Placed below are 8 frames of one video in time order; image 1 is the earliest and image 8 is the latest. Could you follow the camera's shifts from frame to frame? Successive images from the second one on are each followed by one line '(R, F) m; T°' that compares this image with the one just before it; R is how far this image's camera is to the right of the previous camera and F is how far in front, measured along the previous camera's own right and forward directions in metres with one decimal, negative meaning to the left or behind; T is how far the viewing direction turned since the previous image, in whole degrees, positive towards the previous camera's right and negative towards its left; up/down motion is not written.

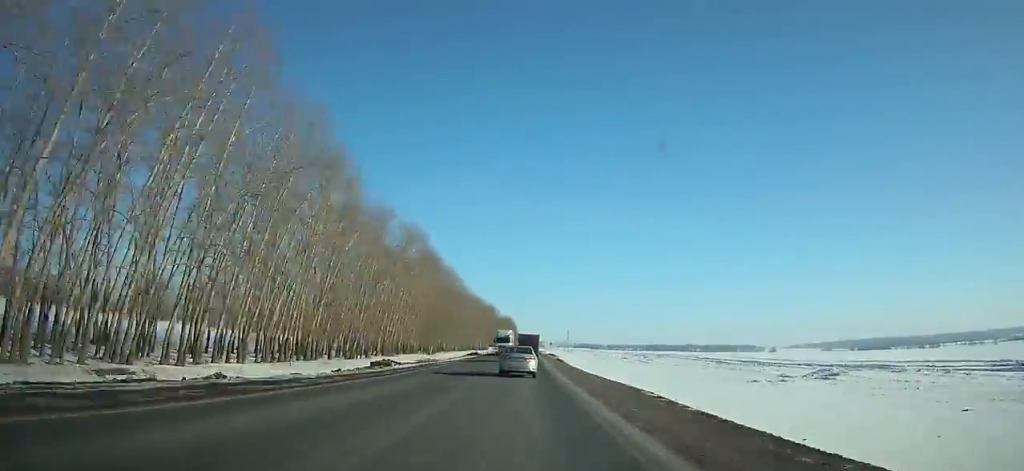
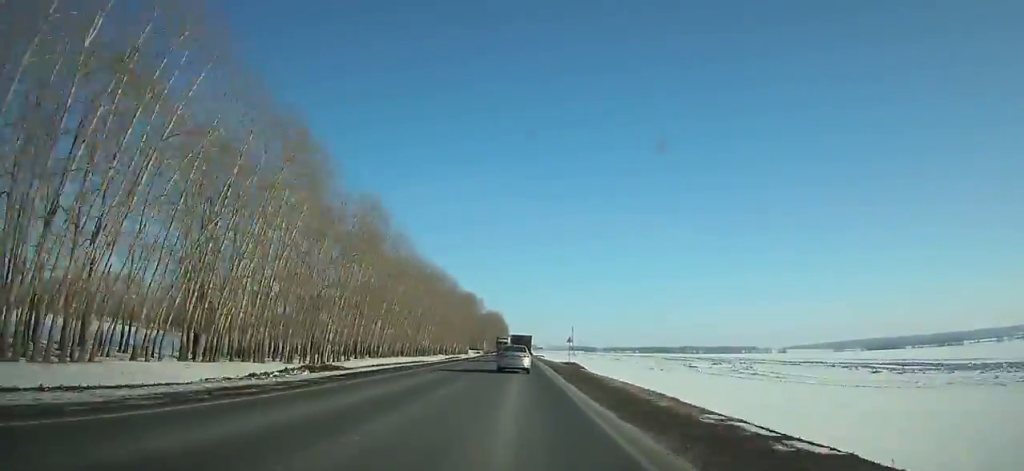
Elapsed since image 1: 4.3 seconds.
(+0.4, +83.6) m; 0°
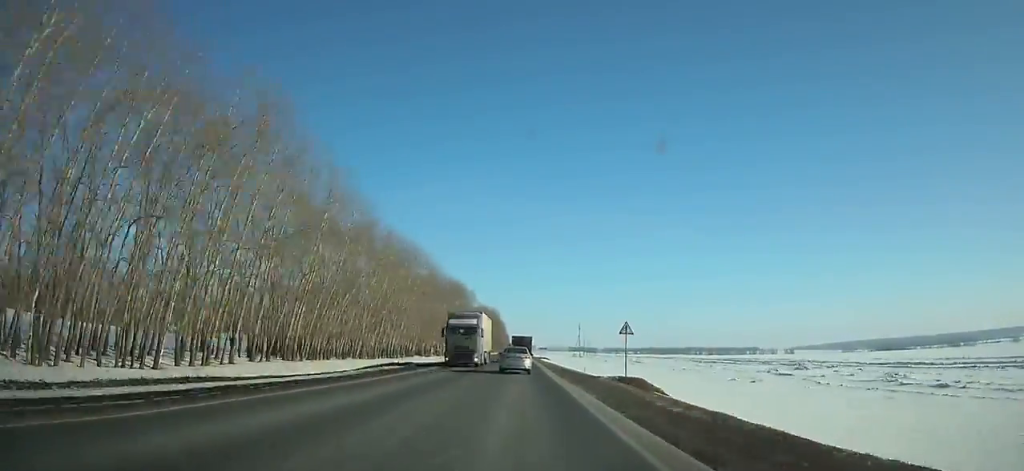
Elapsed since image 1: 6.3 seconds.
(-0.1, +39.1) m; 0°
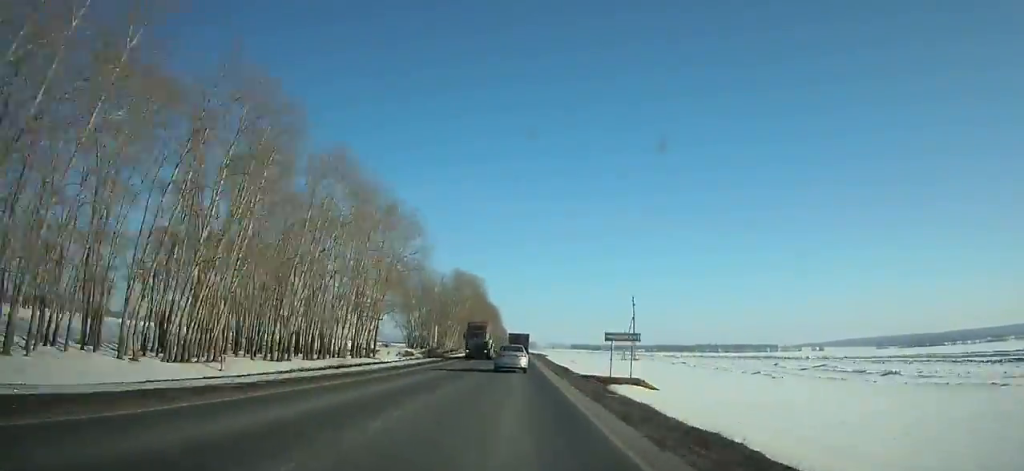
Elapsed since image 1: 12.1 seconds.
(-0.6, +114.9) m; -1°
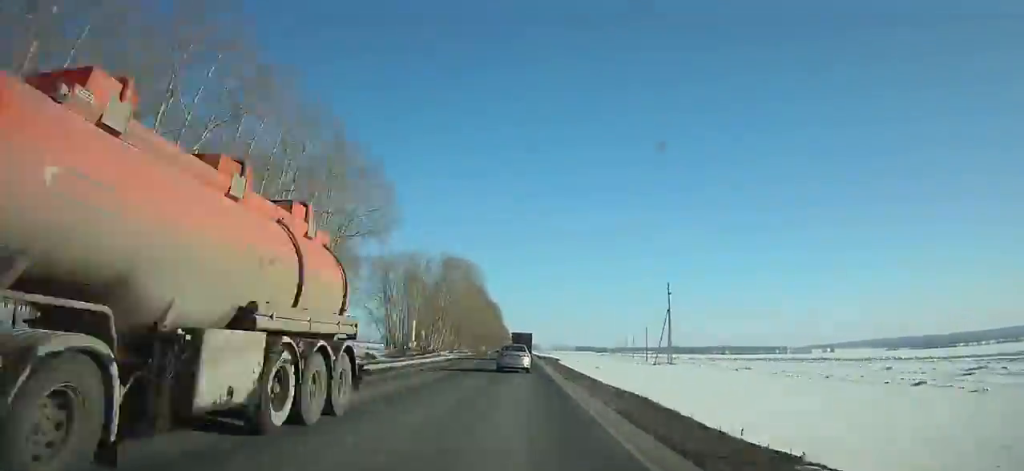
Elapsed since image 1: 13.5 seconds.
(+0.1, +28.0) m; 0°
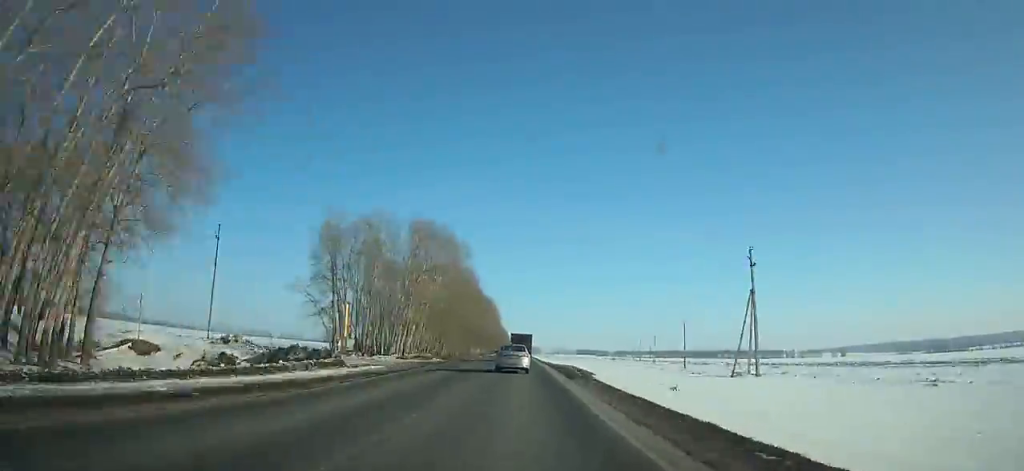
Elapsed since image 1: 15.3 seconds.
(0.0, +36.0) m; 0°
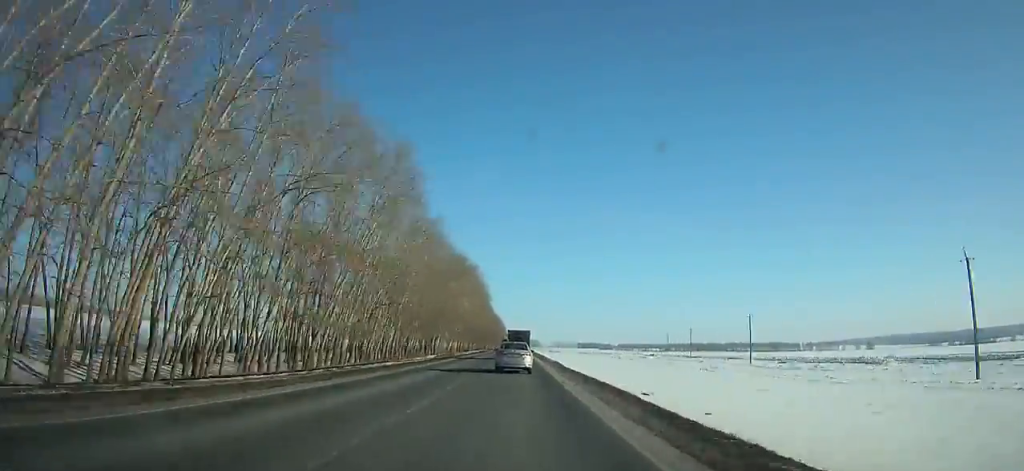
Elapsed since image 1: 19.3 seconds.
(-0.3, +80.2) m; 0°
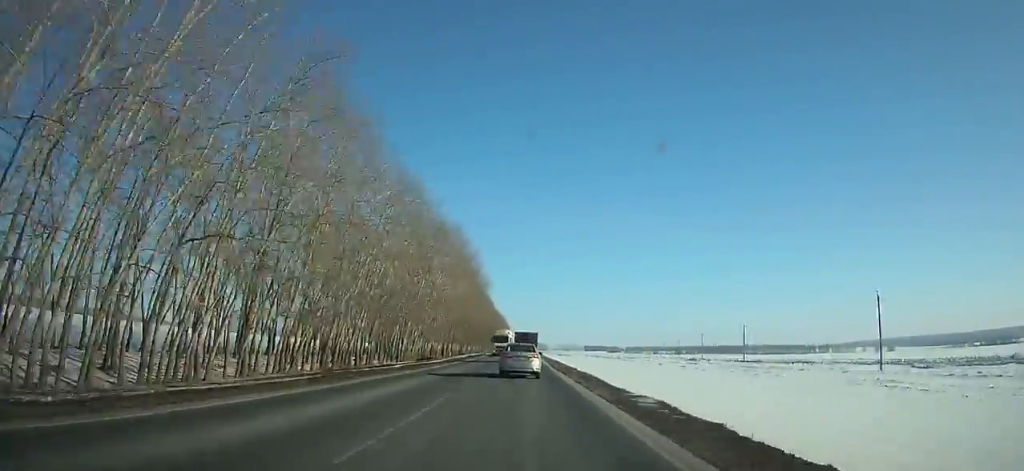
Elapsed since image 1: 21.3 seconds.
(0.0, +40.4) m; 0°
